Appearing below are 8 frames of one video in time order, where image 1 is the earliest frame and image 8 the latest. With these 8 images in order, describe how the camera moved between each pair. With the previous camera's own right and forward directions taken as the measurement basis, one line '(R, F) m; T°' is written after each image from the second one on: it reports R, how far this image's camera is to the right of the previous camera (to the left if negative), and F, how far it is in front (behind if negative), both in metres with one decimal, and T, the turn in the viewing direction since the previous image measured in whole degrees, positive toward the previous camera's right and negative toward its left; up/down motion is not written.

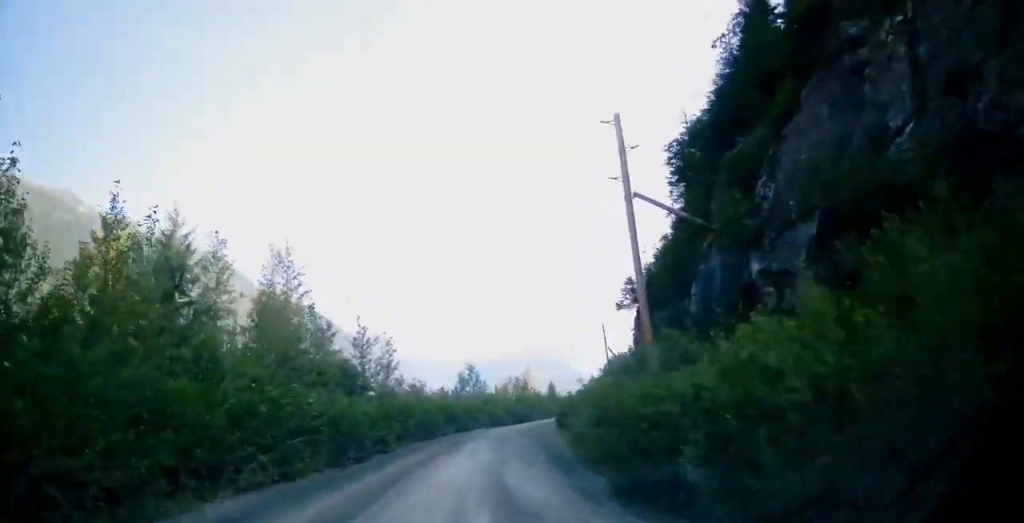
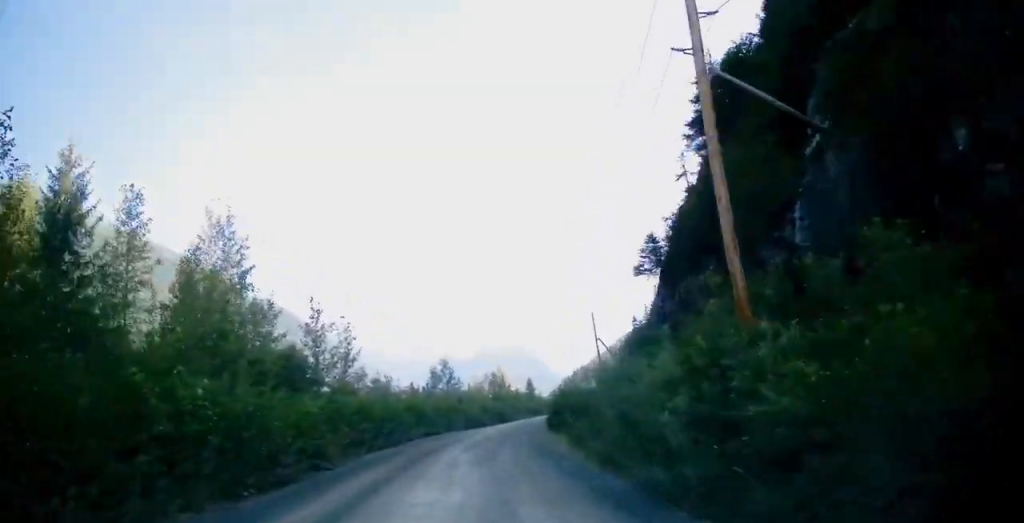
(-0.2, +9.1) m; +3°
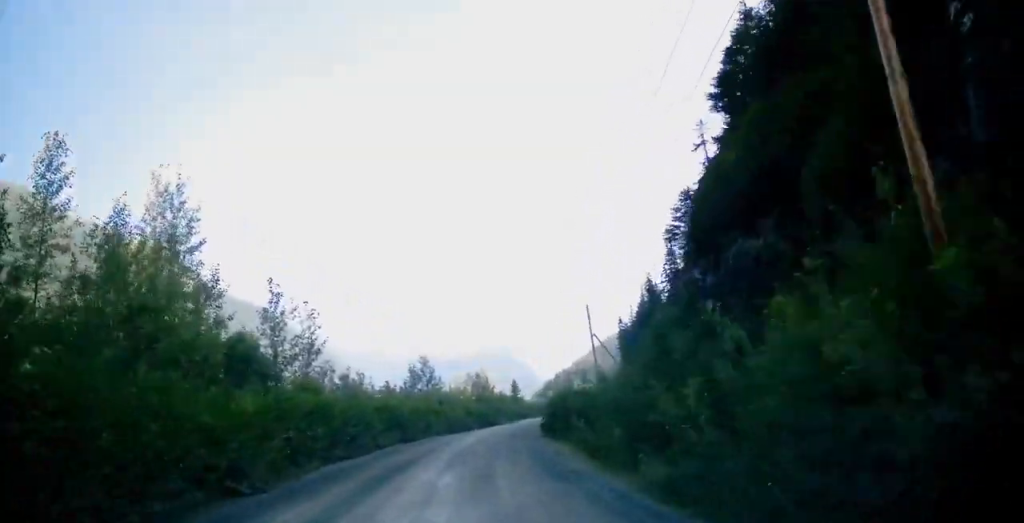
(+0.5, +6.7) m; +2°
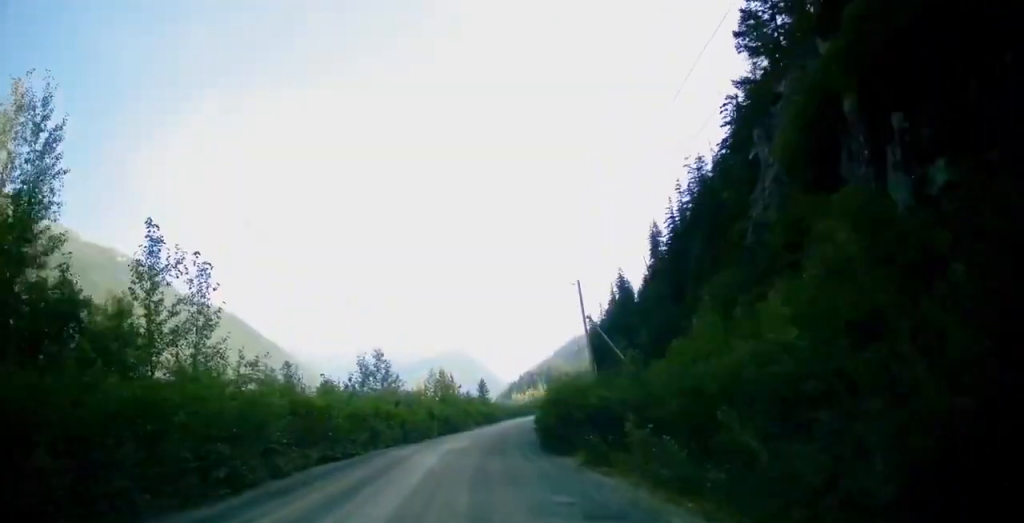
(+0.6, +13.4) m; +3°
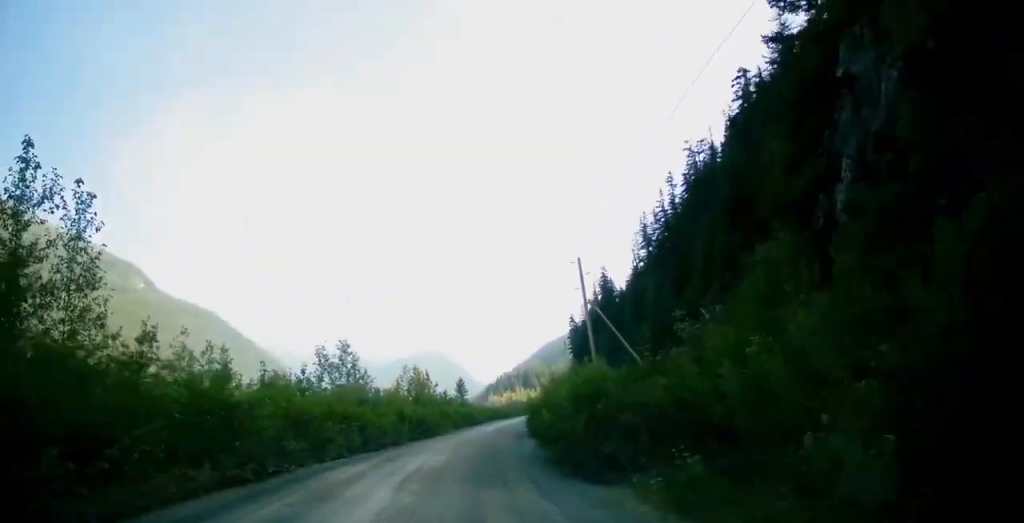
(0.0, +8.9) m; +1°
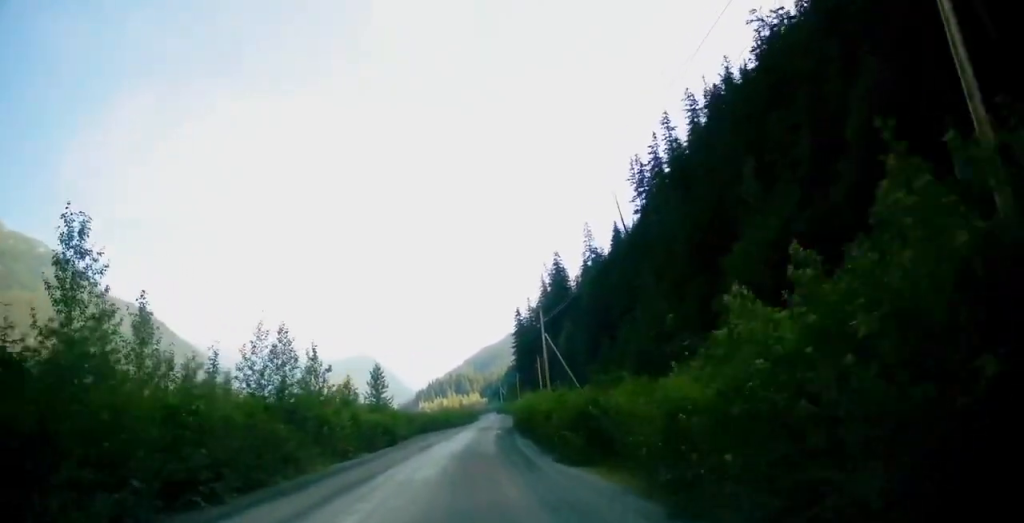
(+3.4, +38.6) m; +10°
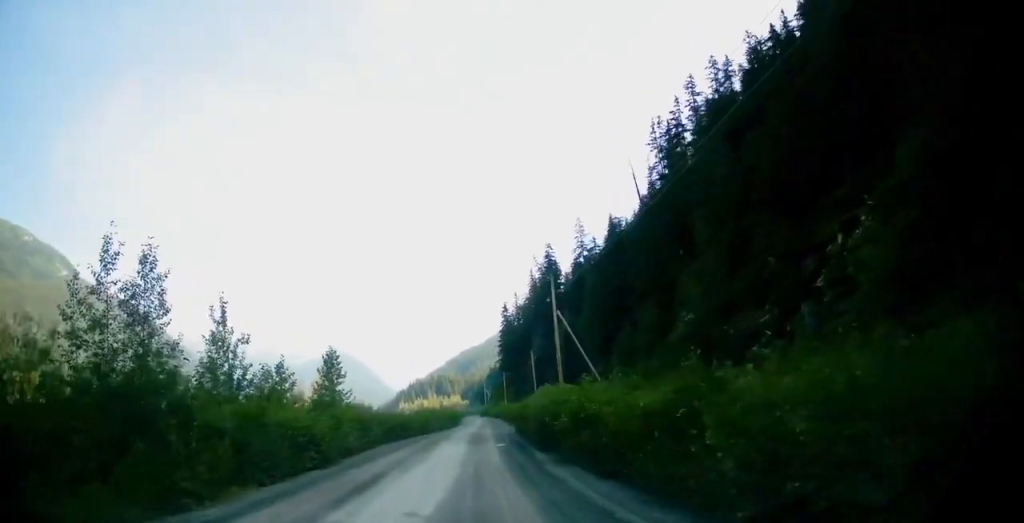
(0.0, +17.8) m; +1°
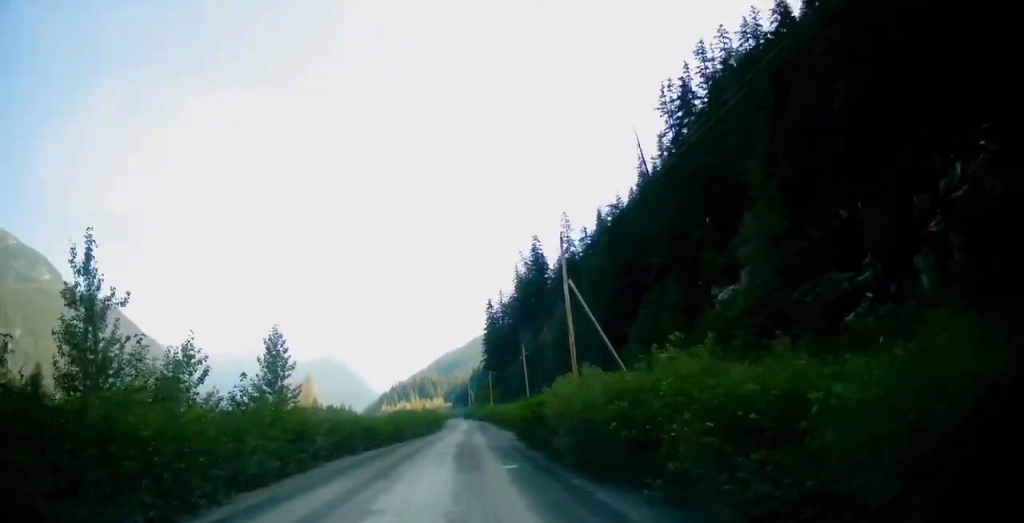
(+0.1, +12.3) m; +1°
